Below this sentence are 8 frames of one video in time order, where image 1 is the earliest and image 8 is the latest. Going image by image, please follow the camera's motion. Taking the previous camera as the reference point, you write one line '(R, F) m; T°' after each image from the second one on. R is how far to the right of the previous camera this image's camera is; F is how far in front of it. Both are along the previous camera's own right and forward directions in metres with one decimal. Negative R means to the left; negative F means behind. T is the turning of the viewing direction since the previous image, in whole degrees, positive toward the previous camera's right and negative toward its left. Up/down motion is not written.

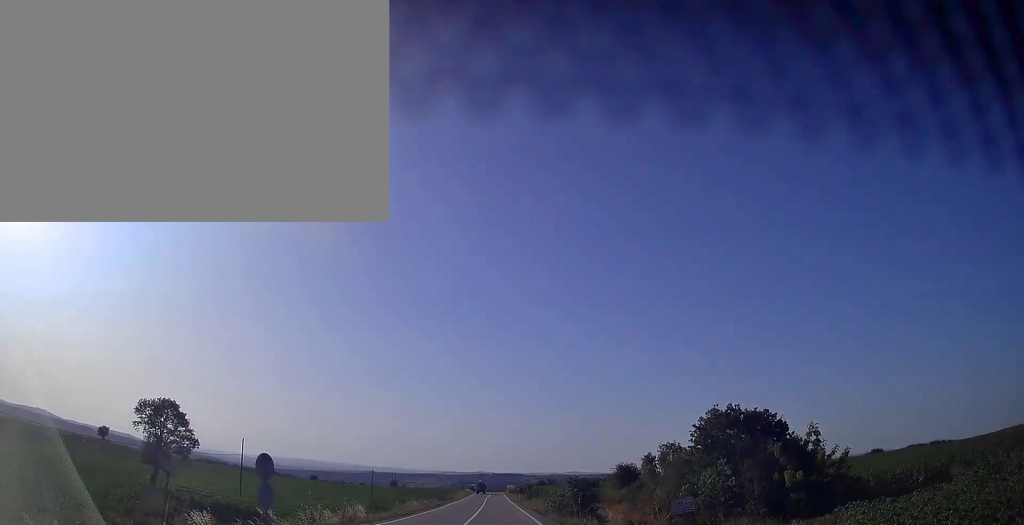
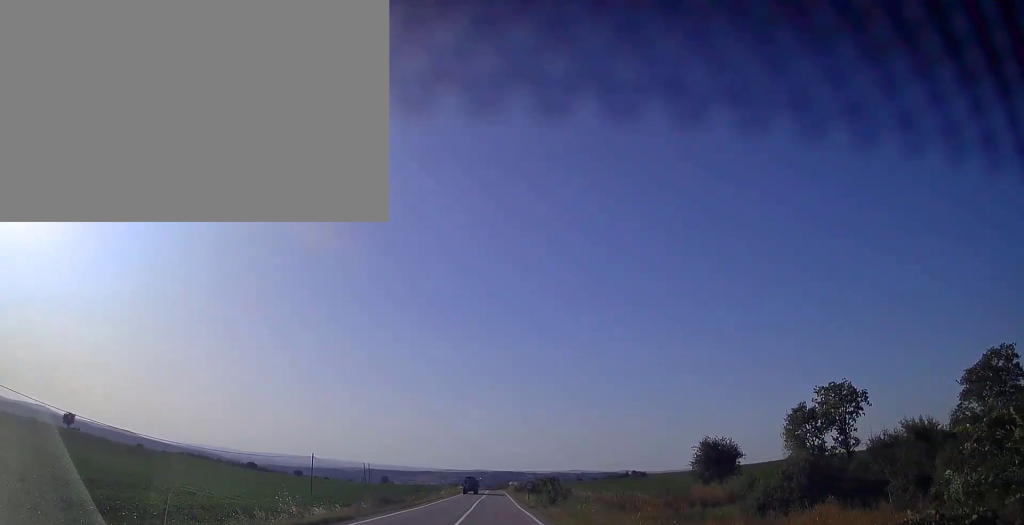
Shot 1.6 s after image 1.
(-0.2, +39.2) m; 0°
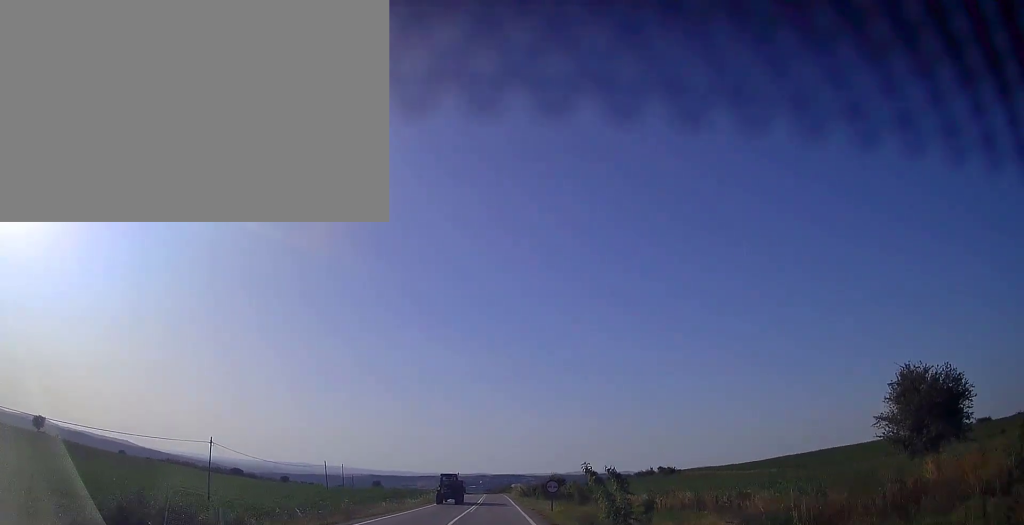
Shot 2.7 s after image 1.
(0.0, +29.1) m; 0°
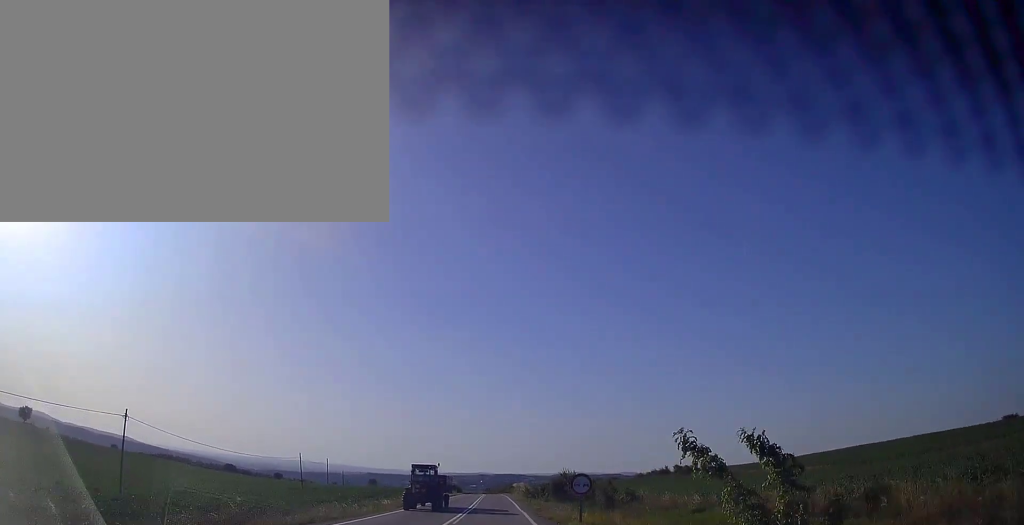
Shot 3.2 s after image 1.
(0.0, +12.4) m; 0°
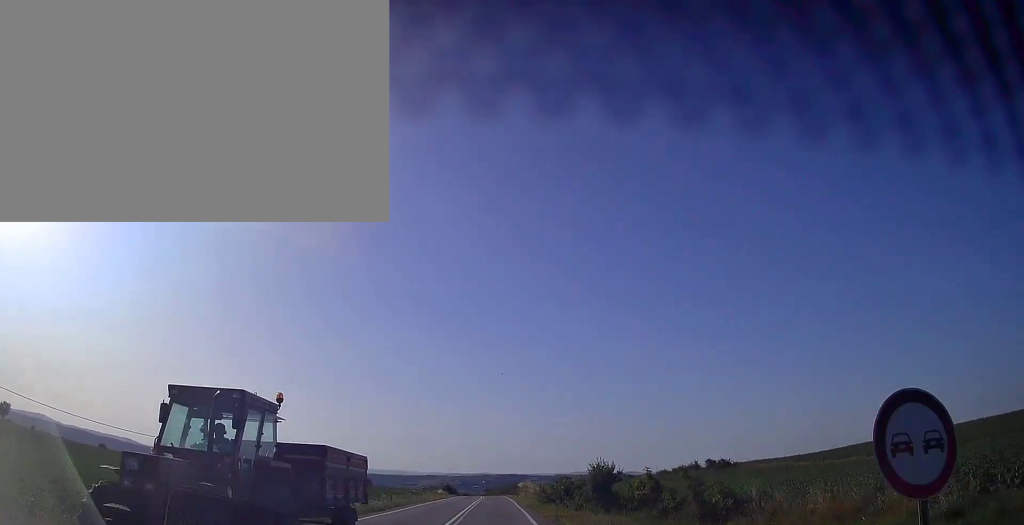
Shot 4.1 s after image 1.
(-0.1, +21.4) m; 0°
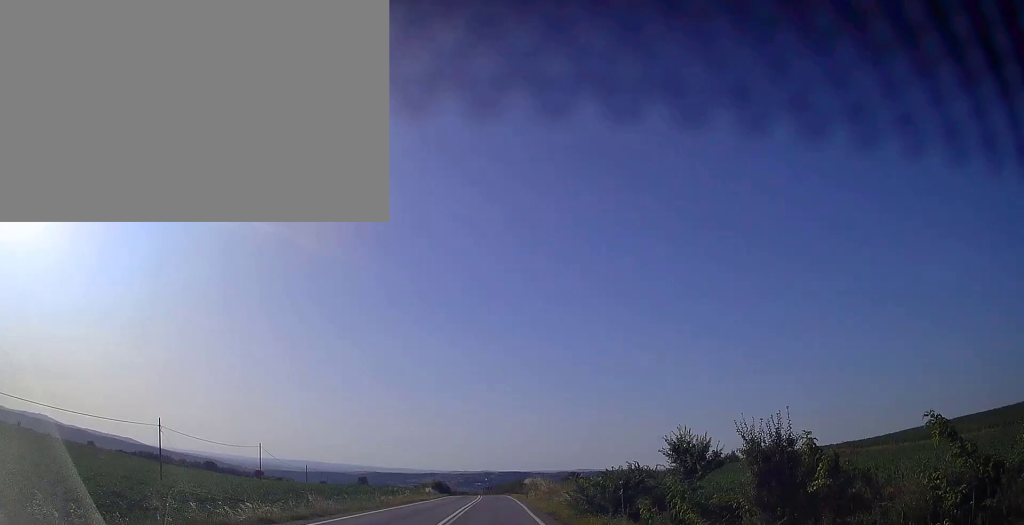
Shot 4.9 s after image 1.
(+0.1, +19.3) m; 0°
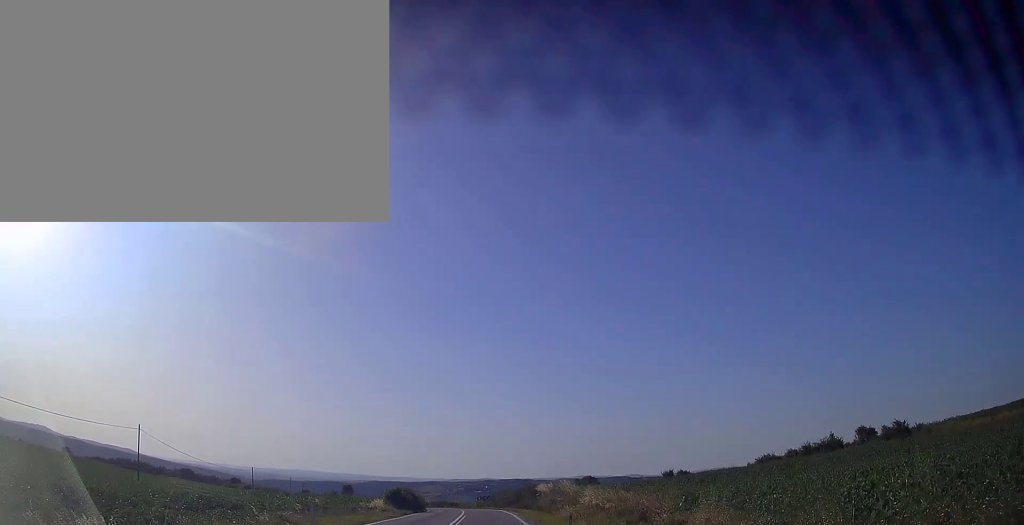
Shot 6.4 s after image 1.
(-0.2, +33.6) m; -1°
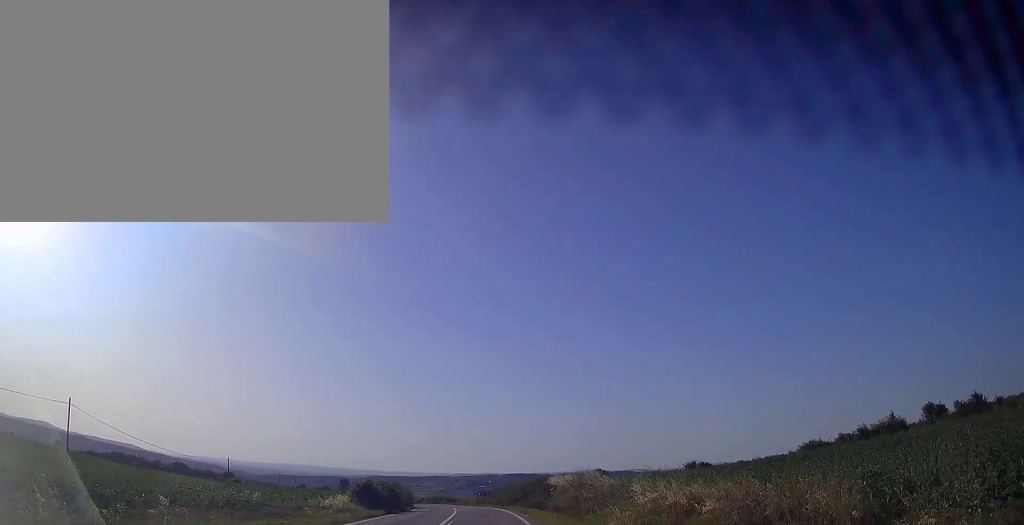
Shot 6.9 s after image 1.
(0.0, +11.5) m; 0°
